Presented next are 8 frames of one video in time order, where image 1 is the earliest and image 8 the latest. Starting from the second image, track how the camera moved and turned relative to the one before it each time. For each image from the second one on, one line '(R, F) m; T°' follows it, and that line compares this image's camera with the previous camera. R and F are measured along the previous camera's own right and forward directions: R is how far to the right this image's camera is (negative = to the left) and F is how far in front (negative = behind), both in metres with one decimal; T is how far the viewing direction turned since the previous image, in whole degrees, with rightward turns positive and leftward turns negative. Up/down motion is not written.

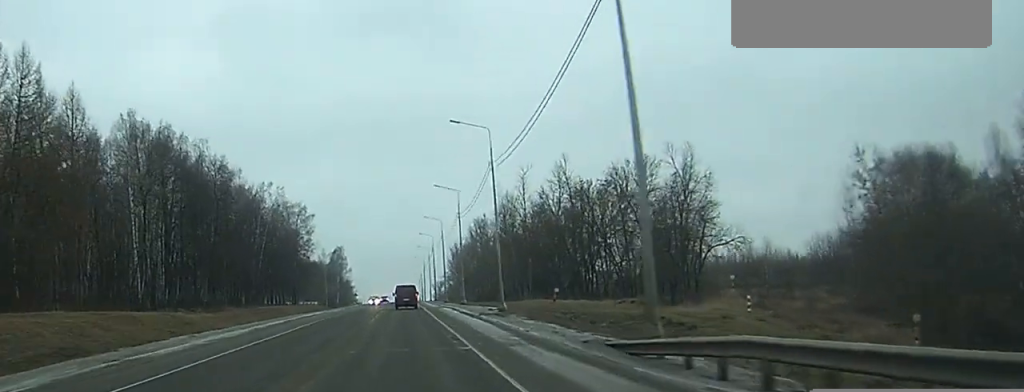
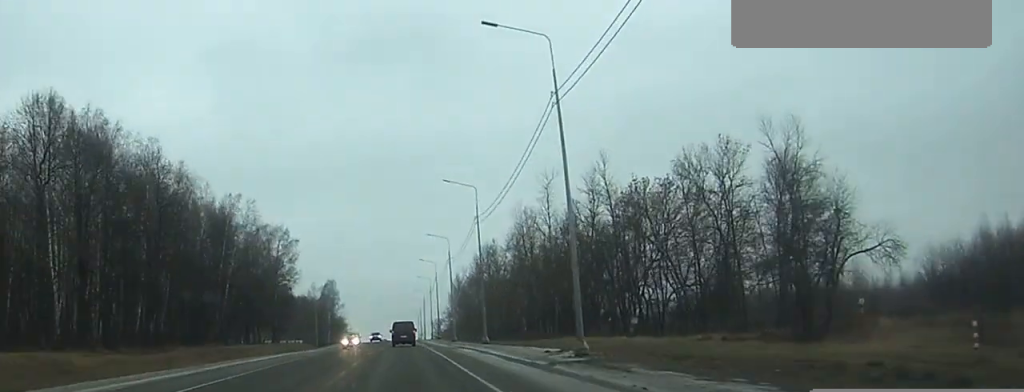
(0.0, +24.8) m; 0°
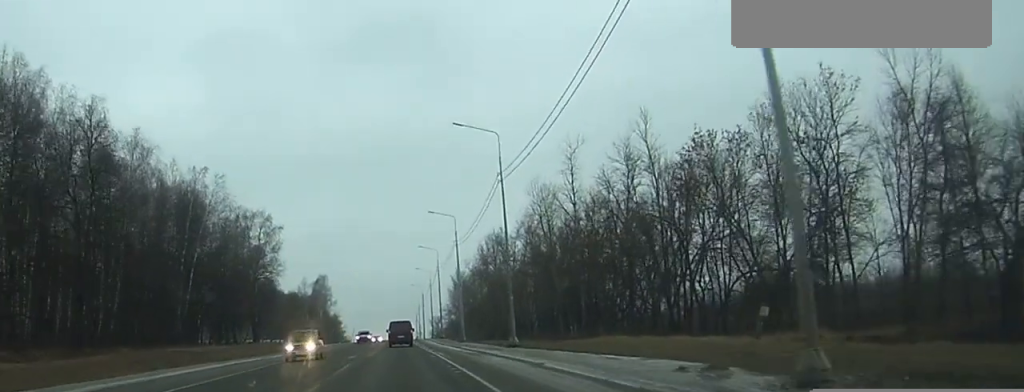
(0.0, +17.8) m; 0°
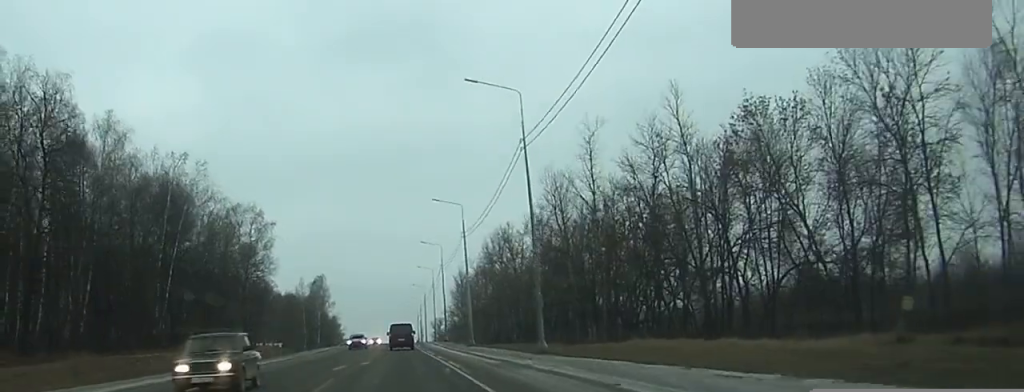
(0.0, +9.1) m; 0°
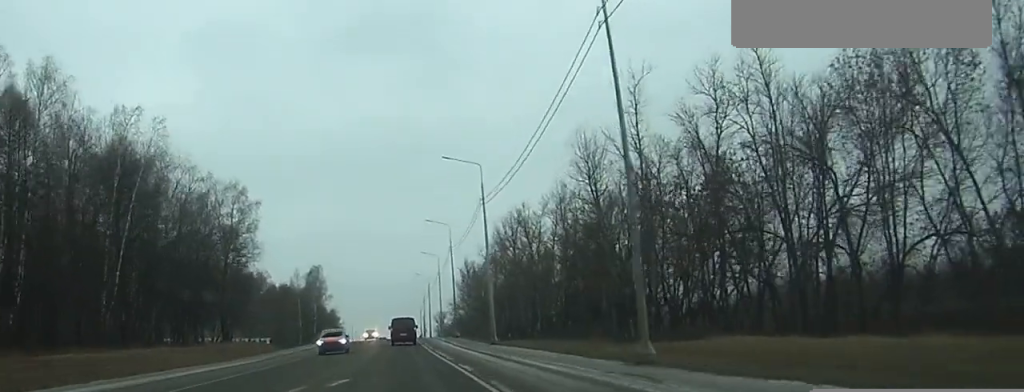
(0.0, +15.9) m; 0°
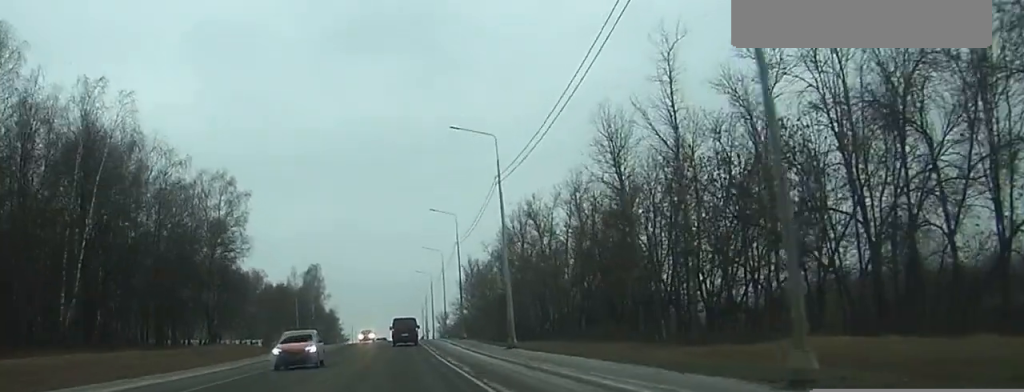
(0.0, +8.8) m; -2°
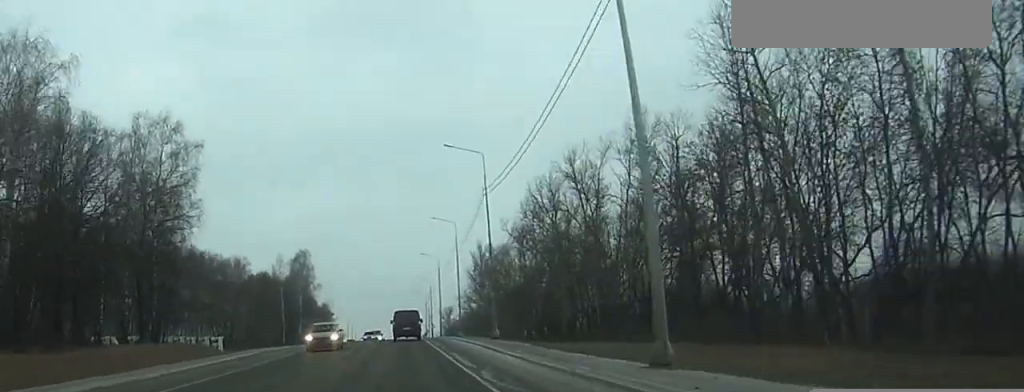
(-1.4, +26.3) m; 0°
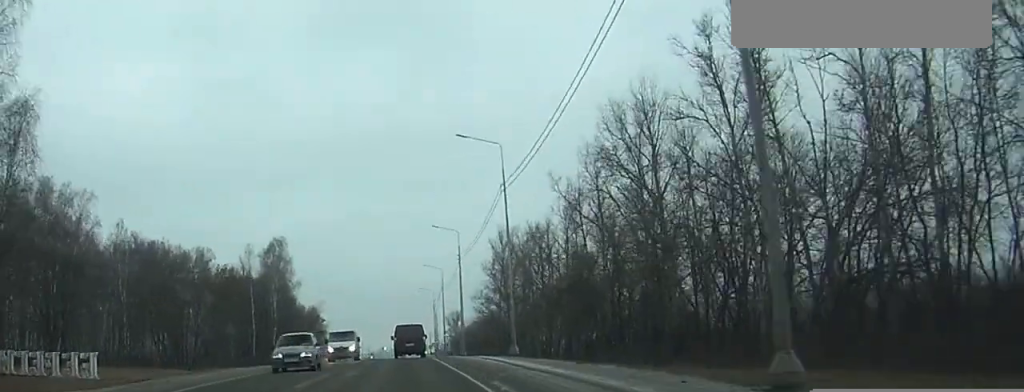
(+3.3, +43.1) m; +3°
